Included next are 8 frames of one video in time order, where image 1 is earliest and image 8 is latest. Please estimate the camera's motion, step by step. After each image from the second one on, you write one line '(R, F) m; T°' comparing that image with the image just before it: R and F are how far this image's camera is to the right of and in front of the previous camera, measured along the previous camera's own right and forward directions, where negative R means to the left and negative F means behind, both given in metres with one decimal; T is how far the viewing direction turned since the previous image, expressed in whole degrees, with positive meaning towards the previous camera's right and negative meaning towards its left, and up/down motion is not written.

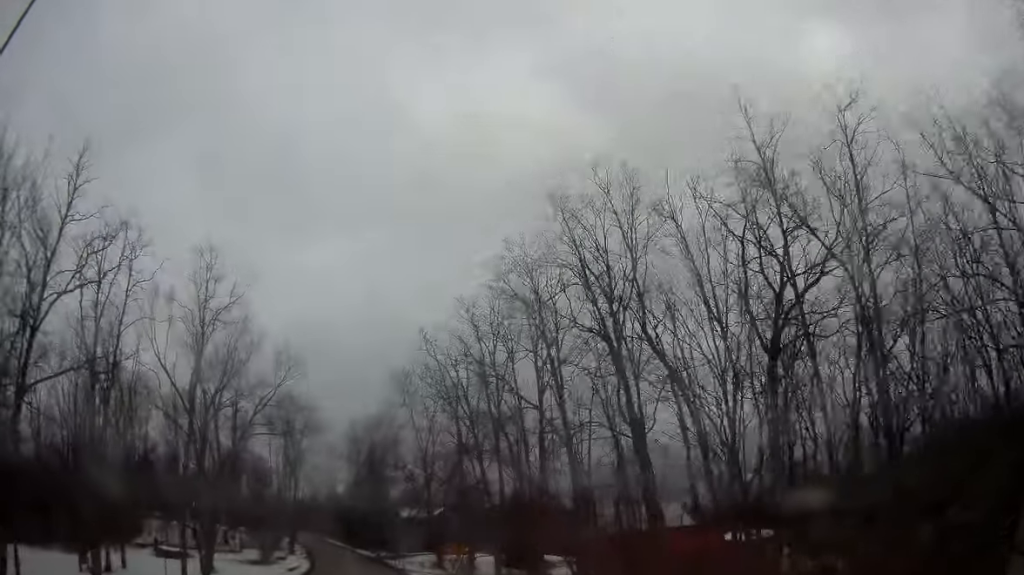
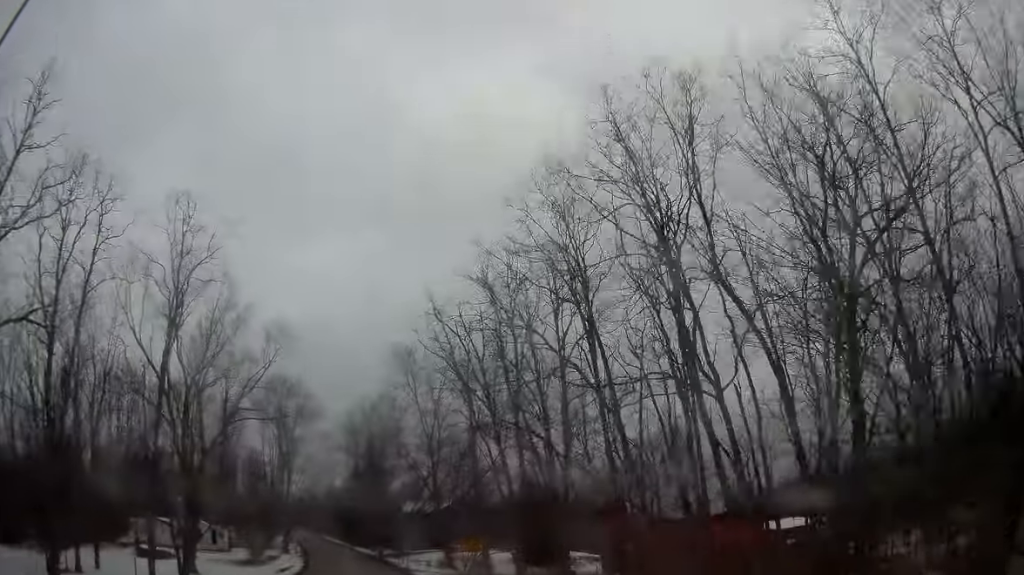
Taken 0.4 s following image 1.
(0.0, +6.6) m; 0°
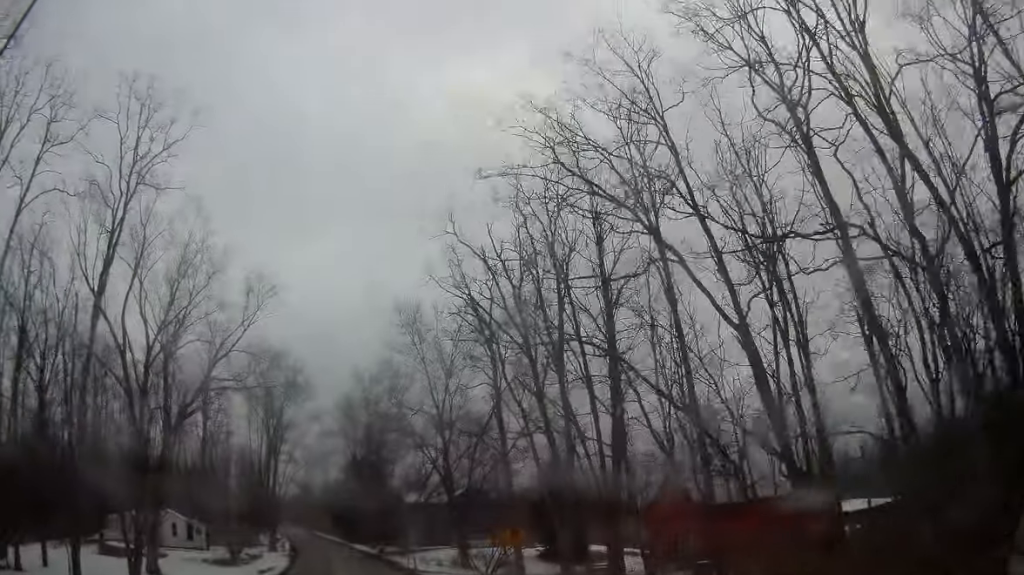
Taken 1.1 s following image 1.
(0.0, +9.9) m; 0°
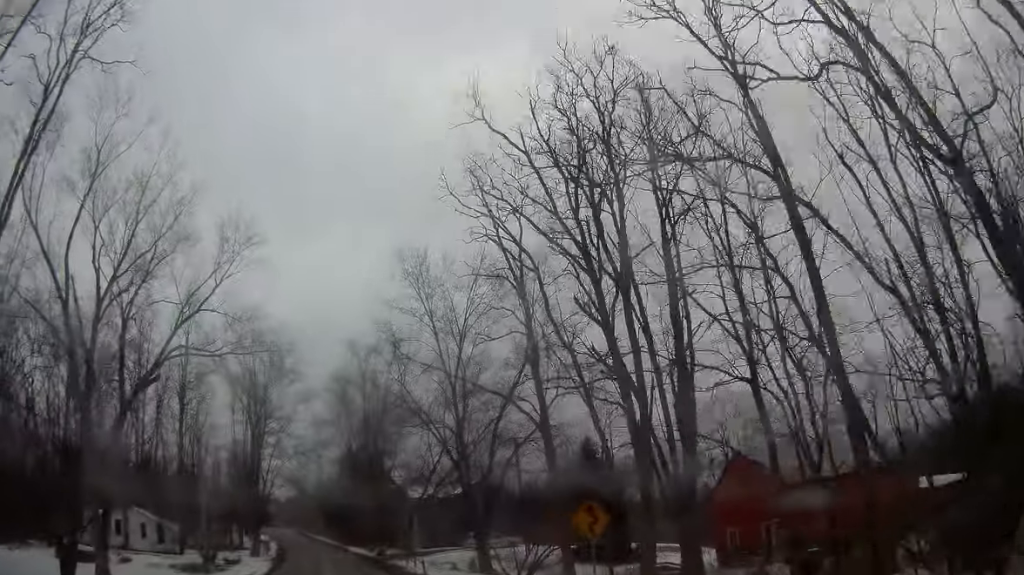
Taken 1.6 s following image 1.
(0.0, +9.0) m; 0°
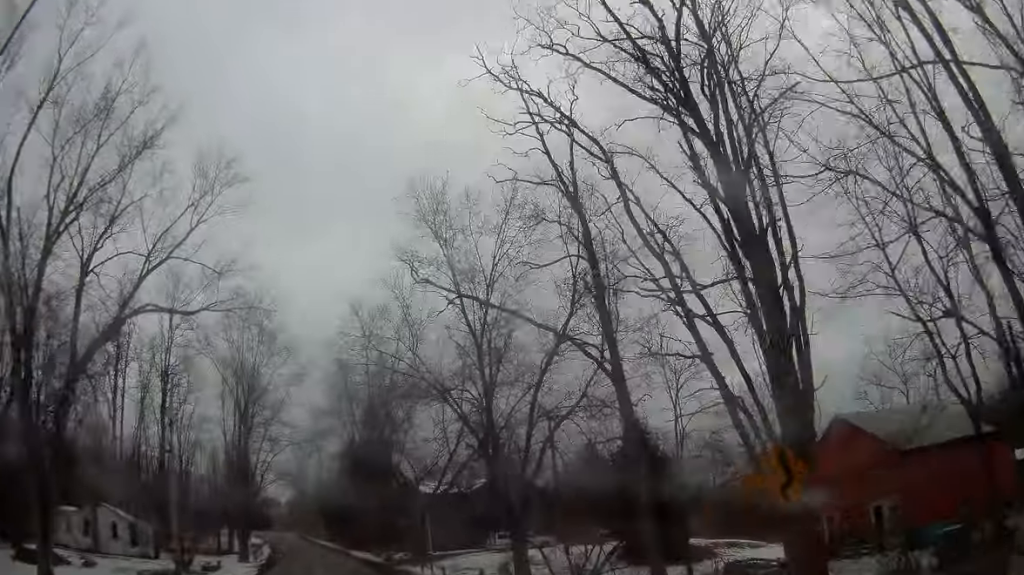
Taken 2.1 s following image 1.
(0.0, +8.1) m; -1°
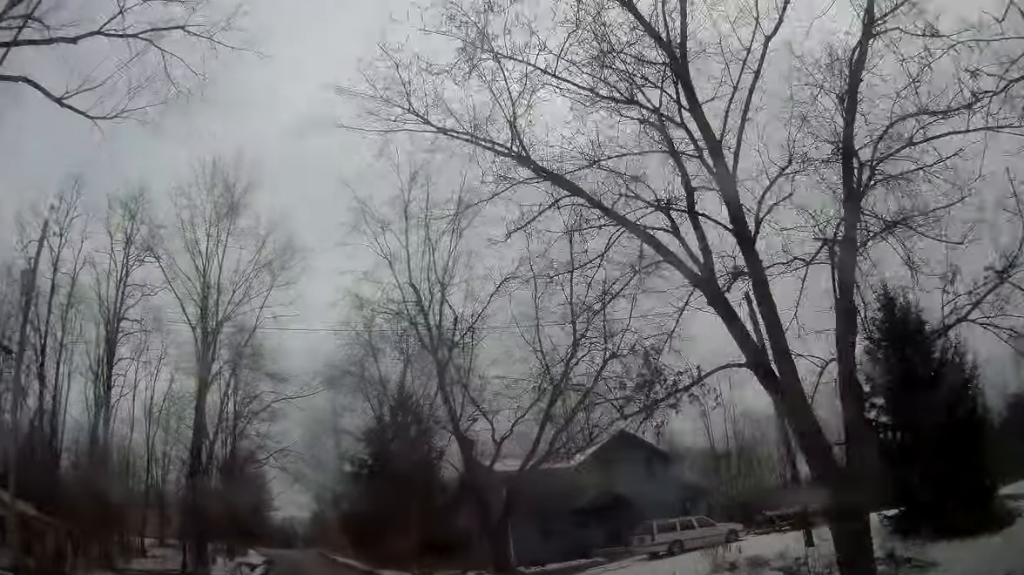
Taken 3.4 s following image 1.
(-0.3, +20.5) m; -4°
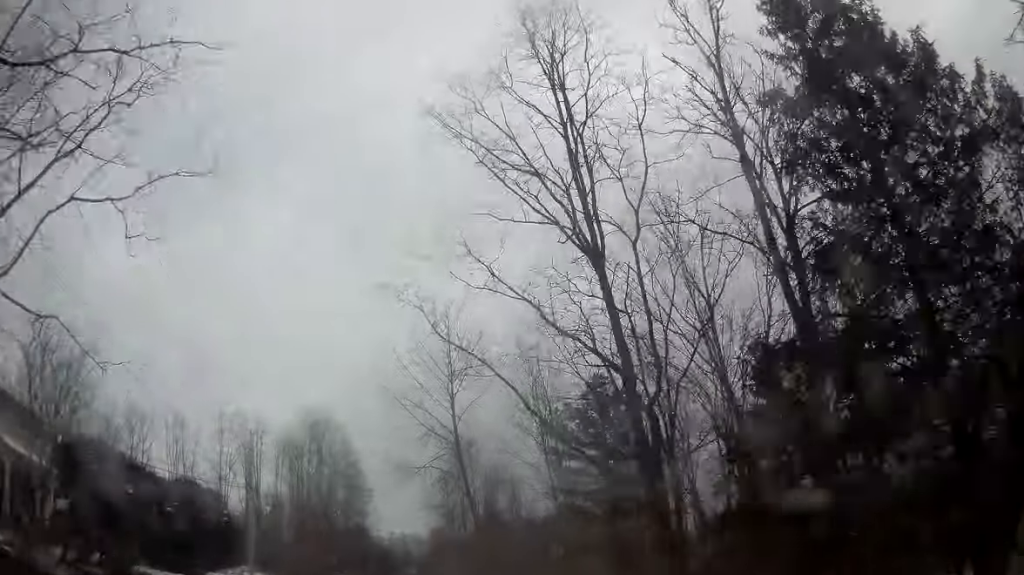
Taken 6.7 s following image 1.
(-5.4, +52.0) m; -10°
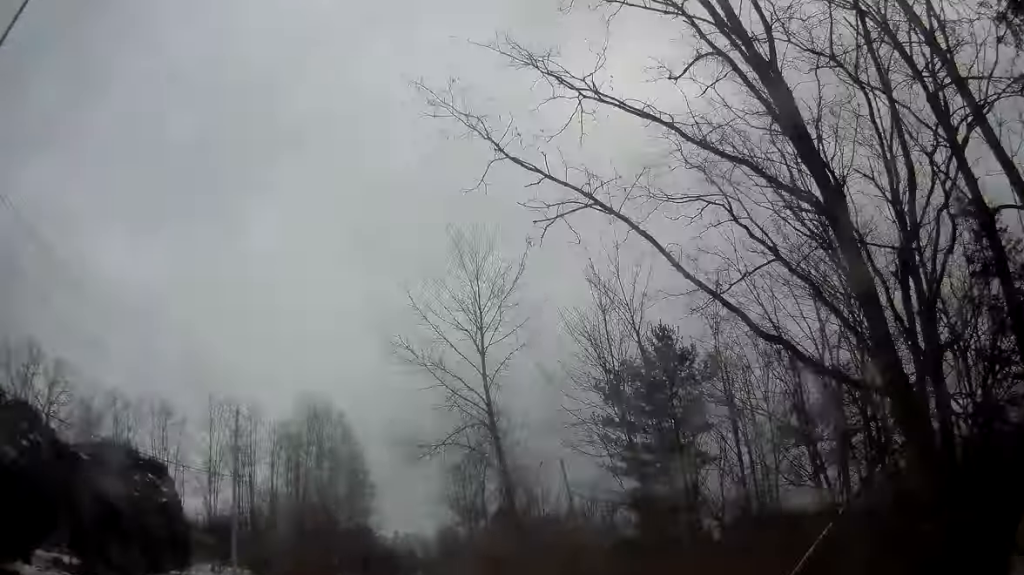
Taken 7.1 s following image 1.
(0.0, +7.4) m; 0°
